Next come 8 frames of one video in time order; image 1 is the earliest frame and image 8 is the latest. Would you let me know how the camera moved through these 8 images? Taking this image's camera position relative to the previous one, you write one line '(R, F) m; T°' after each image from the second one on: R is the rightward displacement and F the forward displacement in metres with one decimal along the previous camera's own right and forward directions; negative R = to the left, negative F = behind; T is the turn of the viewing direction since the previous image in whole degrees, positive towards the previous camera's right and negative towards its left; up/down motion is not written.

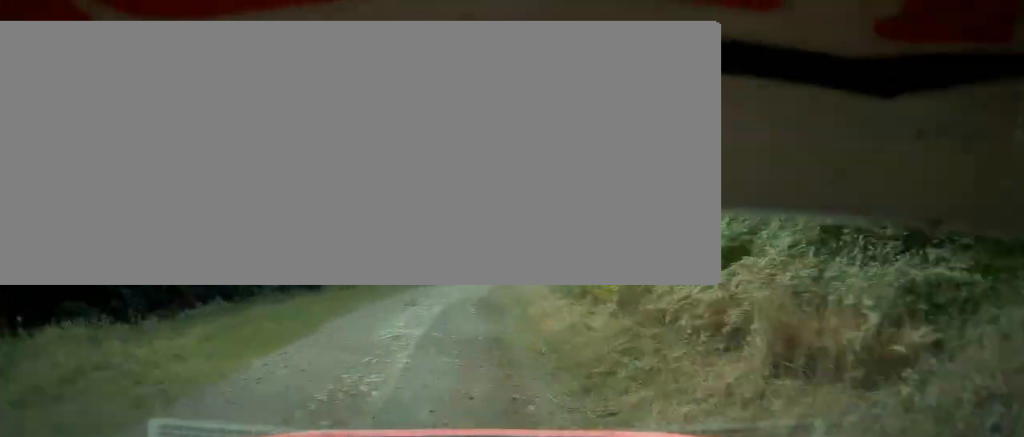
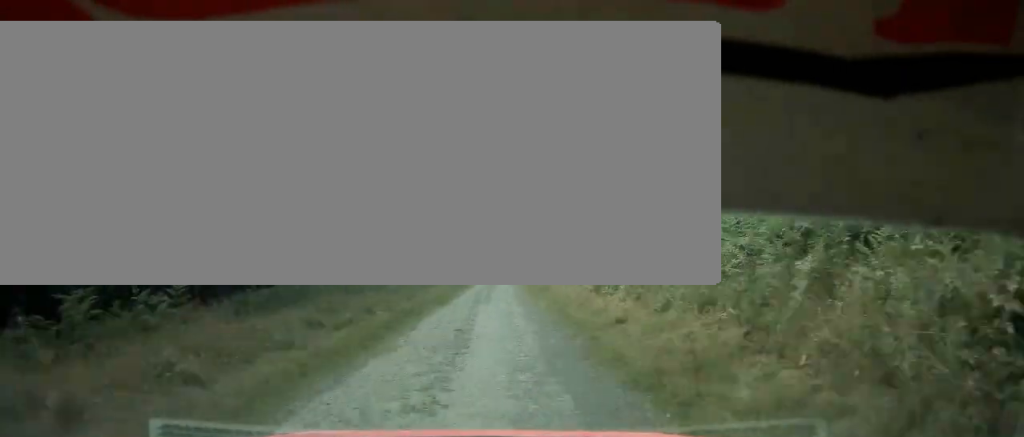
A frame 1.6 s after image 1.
(+2.2, +63.9) m; +4°
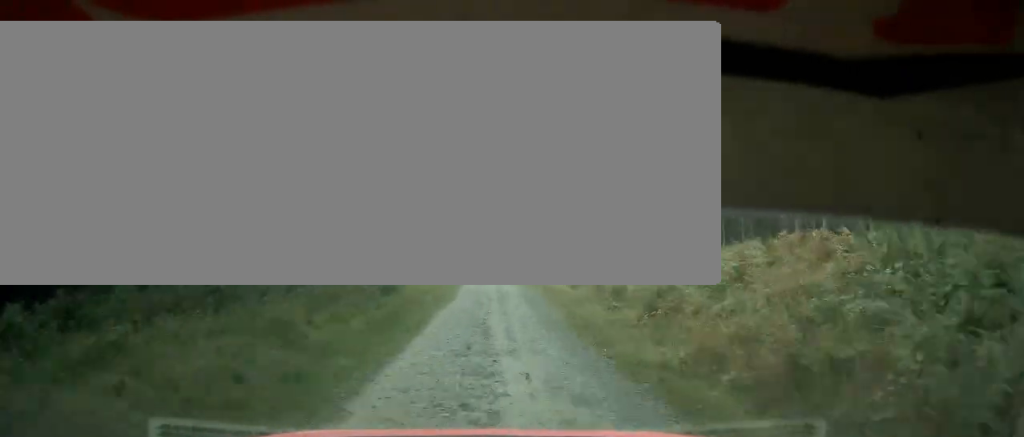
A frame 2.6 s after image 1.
(+0.8, +41.9) m; +2°
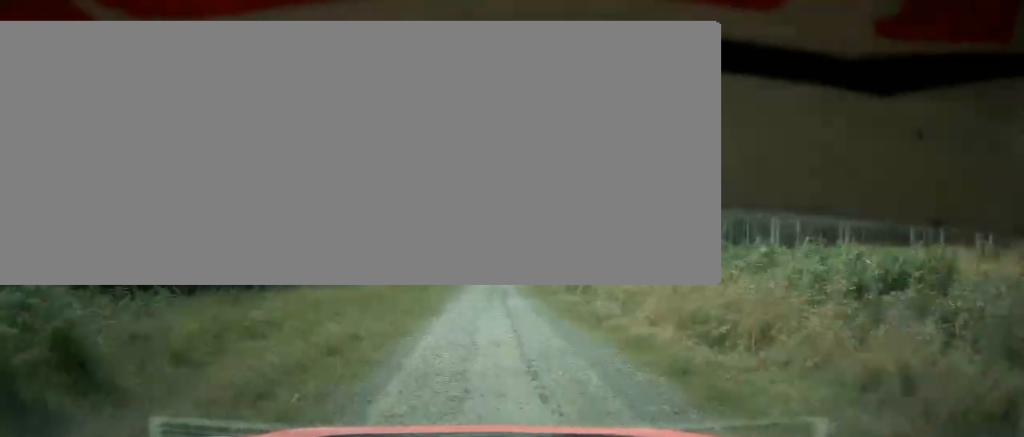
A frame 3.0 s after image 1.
(+0.2, +17.2) m; 0°
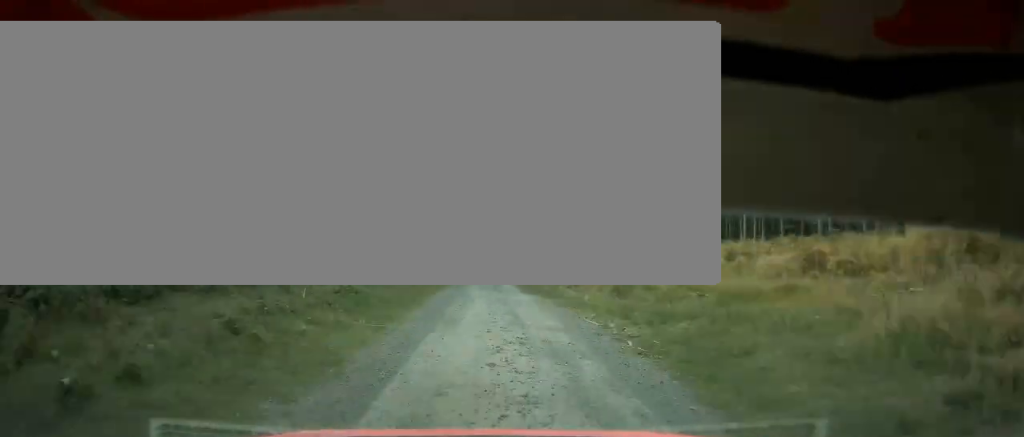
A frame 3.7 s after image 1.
(+0.1, +28.9) m; 0°
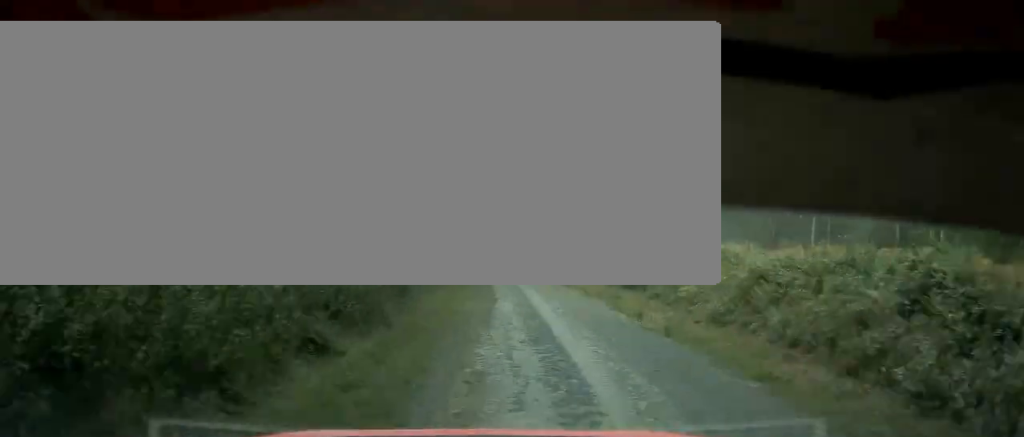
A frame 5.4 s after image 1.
(-0.8, +76.9) m; -2°
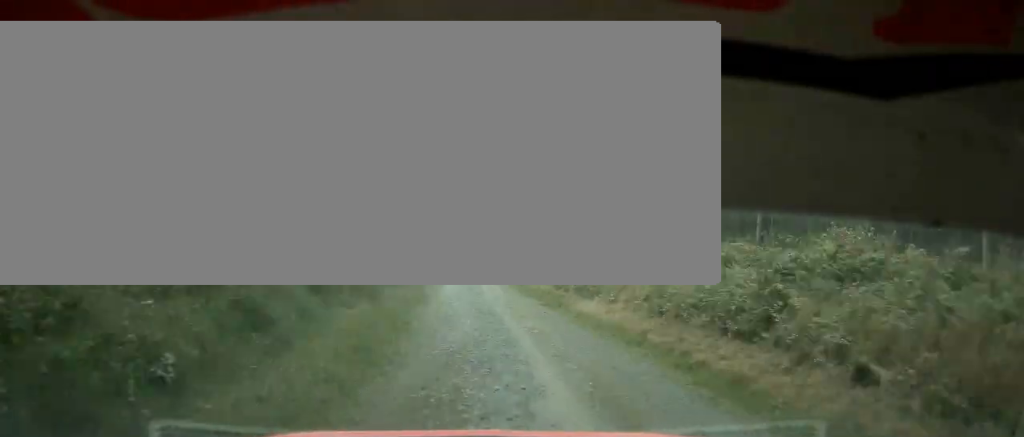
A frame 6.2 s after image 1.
(-0.4, +31.0) m; -1°
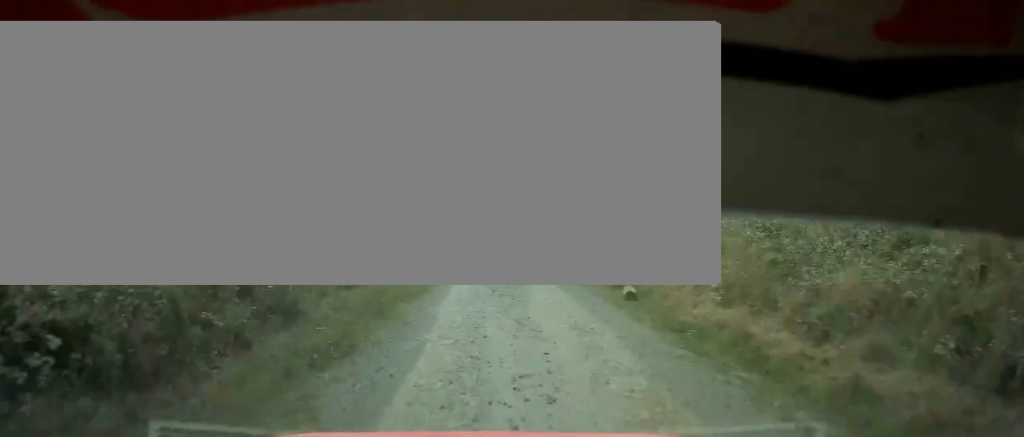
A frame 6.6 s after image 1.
(-0.1, +15.8) m; 0°
